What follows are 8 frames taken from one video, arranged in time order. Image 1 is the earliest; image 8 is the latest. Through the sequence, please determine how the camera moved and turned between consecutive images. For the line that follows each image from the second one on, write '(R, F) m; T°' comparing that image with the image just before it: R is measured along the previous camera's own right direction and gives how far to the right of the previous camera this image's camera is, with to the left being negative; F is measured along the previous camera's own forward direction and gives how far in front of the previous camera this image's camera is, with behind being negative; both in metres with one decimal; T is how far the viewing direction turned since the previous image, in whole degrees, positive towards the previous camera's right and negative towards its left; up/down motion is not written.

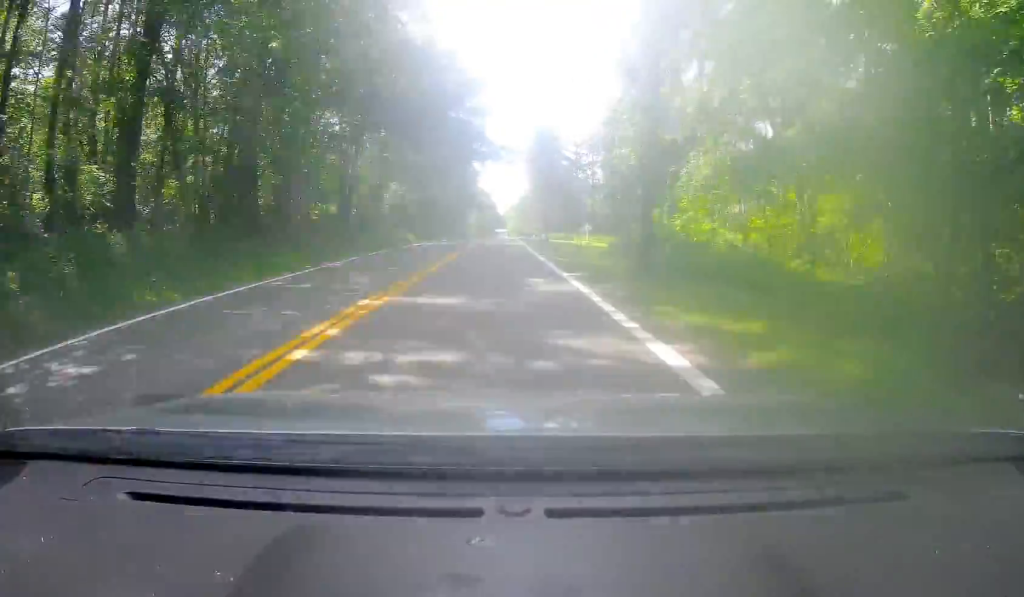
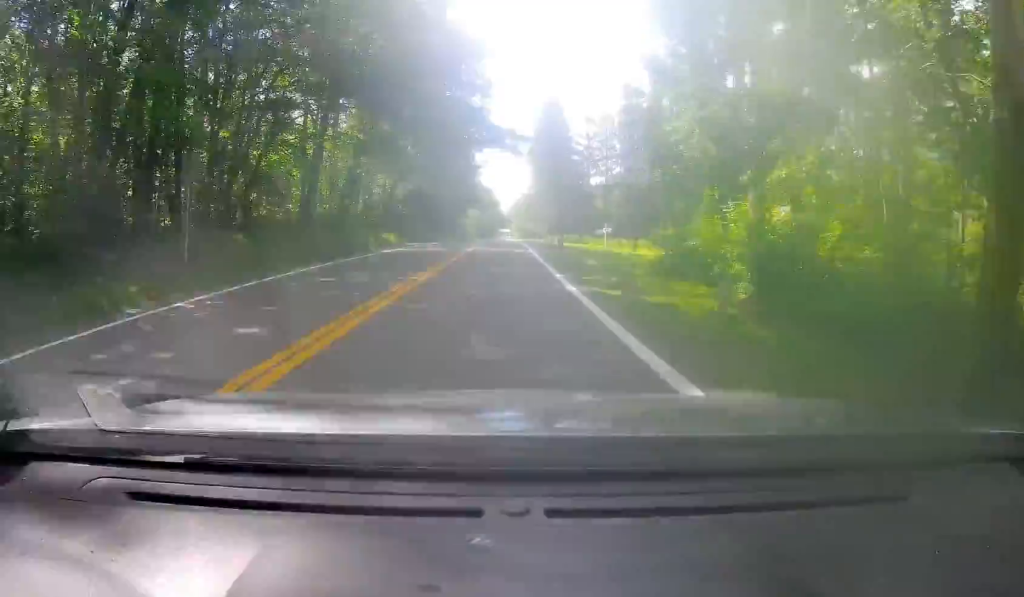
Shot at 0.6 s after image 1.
(-0.6, +10.7) m; 0°
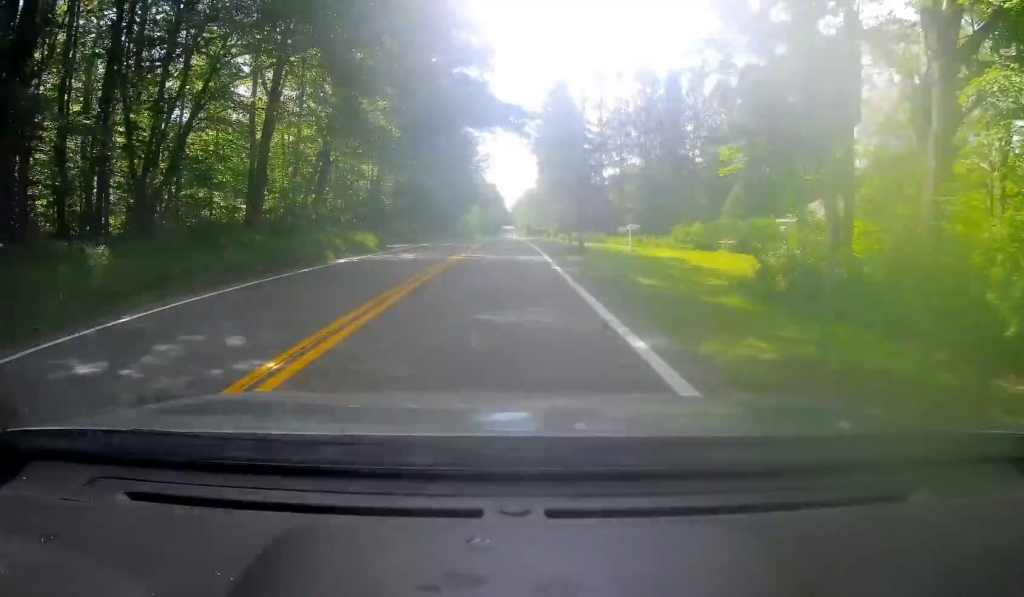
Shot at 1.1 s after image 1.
(+0.1, +9.5) m; 0°
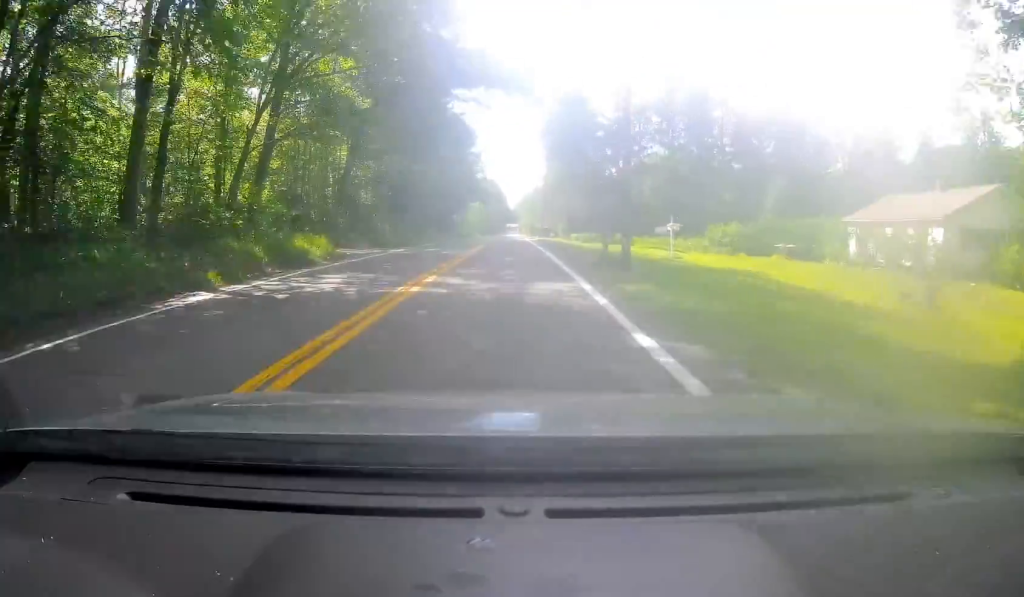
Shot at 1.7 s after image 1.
(+0.4, +11.5) m; +1°
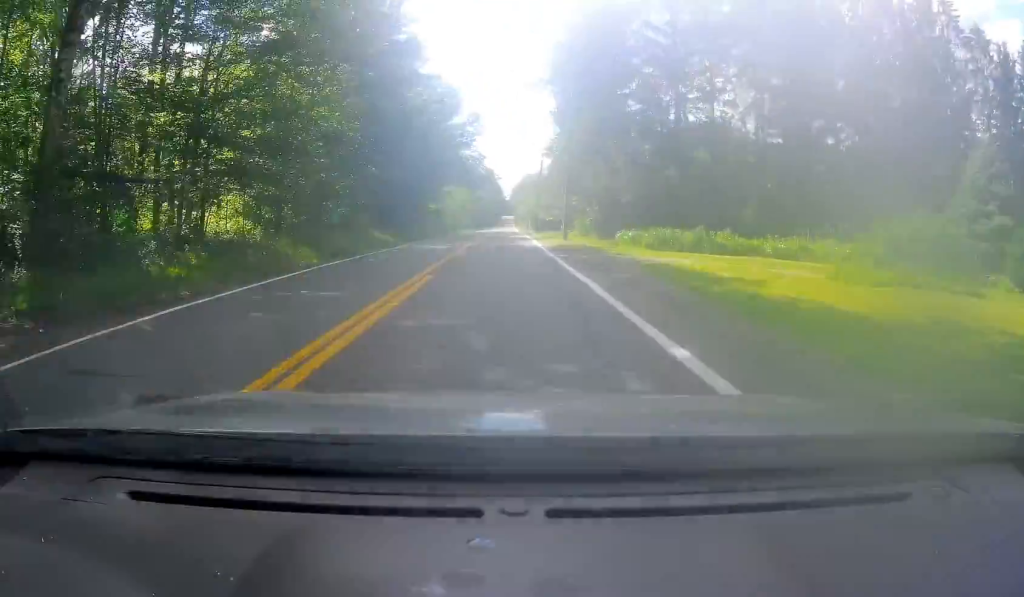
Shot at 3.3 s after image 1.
(-0.9, +30.9) m; -3°
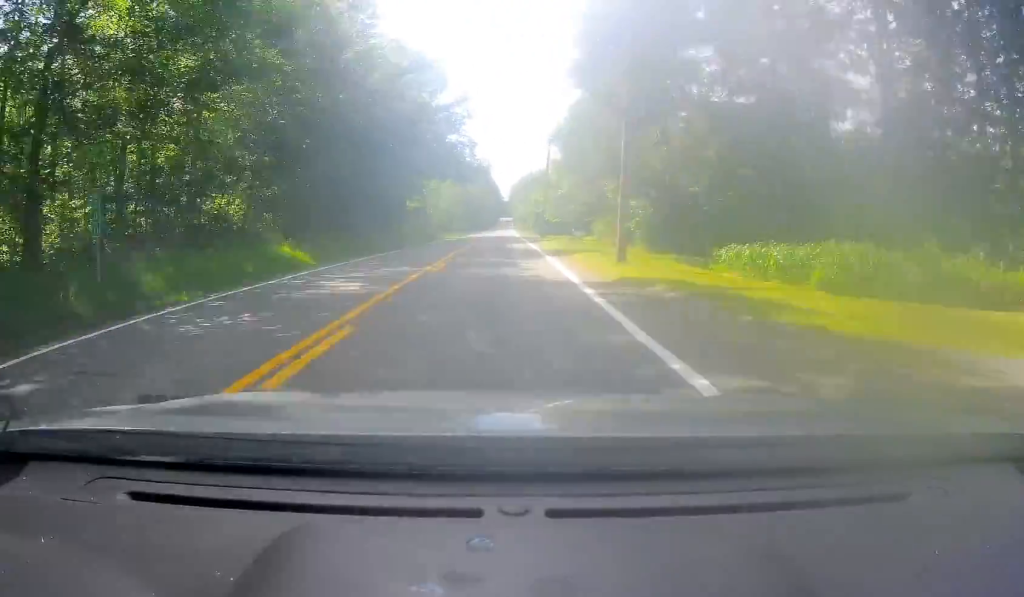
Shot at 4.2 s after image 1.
(-0.2, +18.8) m; 0°
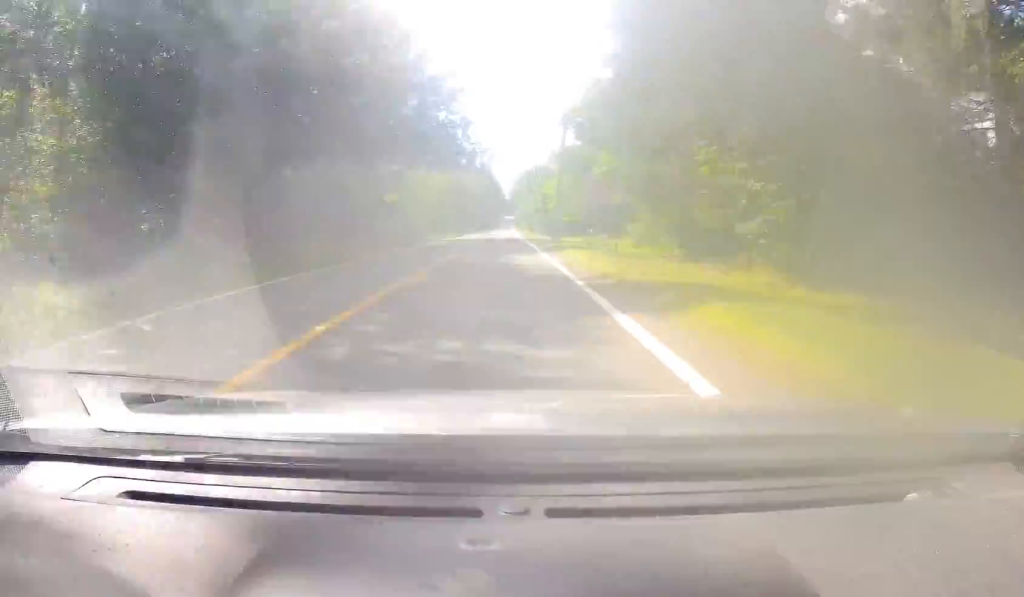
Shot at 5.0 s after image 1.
(0.0, +15.6) m; +1°
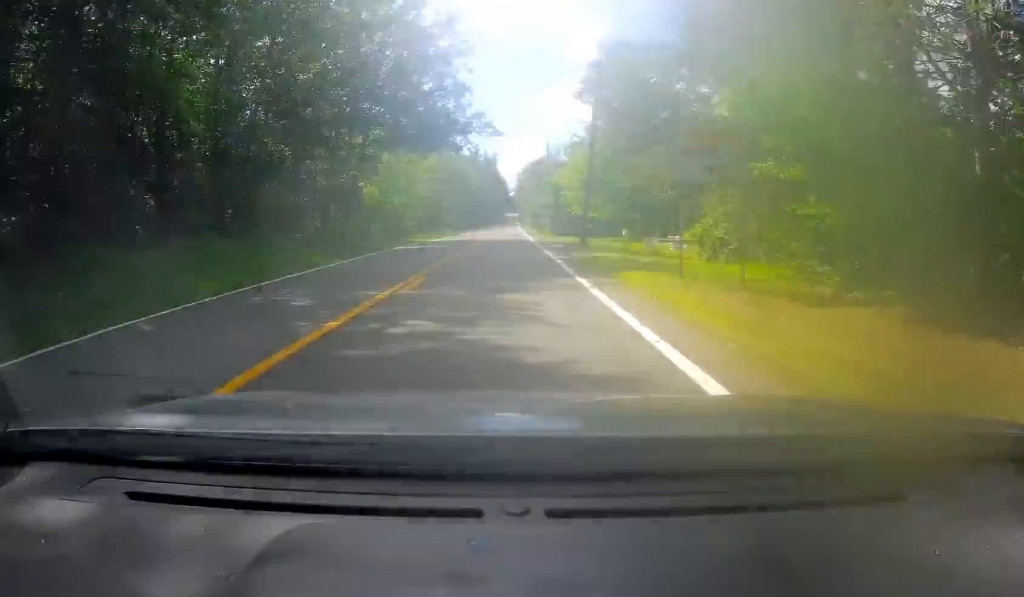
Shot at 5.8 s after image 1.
(-0.1, +14.9) m; +2°
